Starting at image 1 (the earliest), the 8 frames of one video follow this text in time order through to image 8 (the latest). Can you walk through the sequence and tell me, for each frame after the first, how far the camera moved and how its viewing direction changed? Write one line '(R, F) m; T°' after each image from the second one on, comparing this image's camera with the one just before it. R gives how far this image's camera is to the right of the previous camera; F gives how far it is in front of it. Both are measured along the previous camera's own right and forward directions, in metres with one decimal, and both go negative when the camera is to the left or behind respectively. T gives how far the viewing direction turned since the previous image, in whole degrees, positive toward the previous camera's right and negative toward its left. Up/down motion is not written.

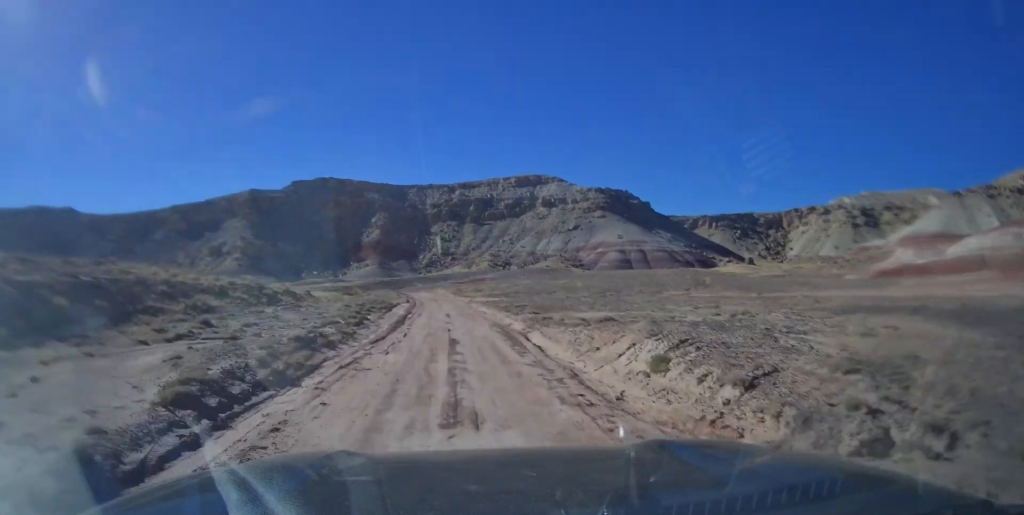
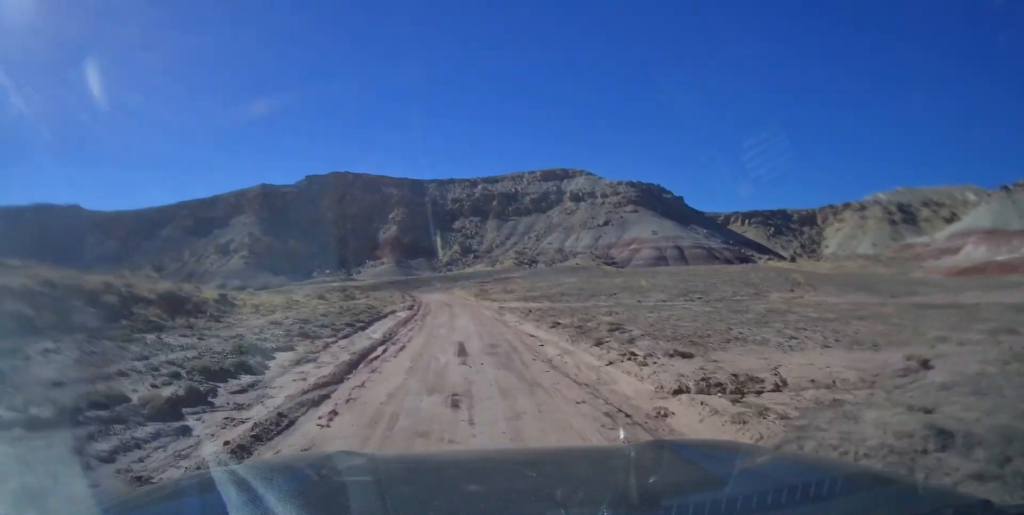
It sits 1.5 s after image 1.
(-0.9, +15.2) m; -4°
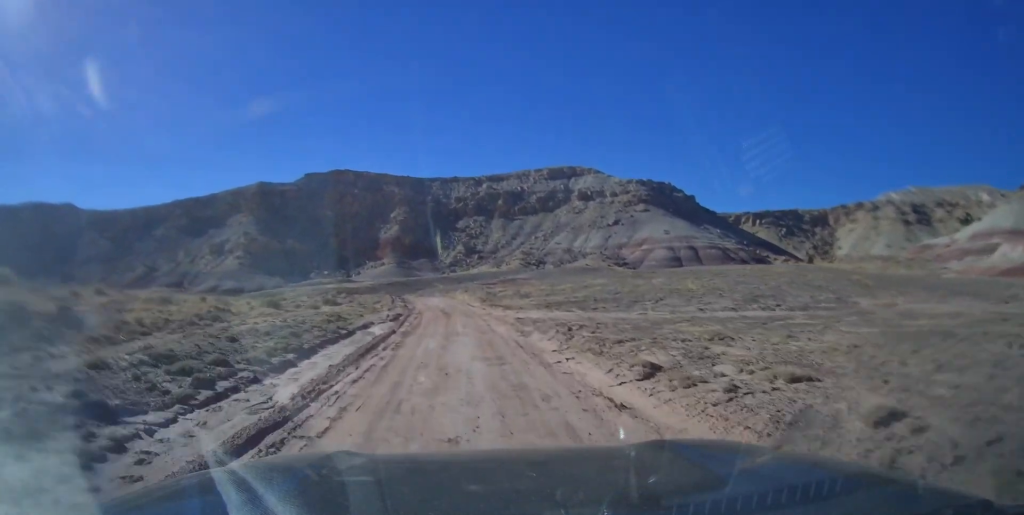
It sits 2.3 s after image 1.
(-0.1, +9.2) m; -2°
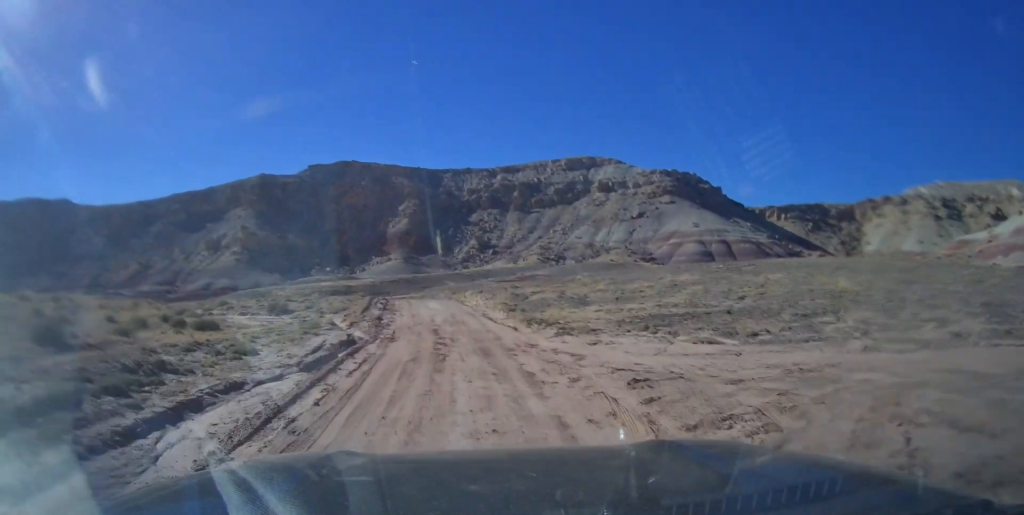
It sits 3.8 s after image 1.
(-0.3, +16.3) m; -2°
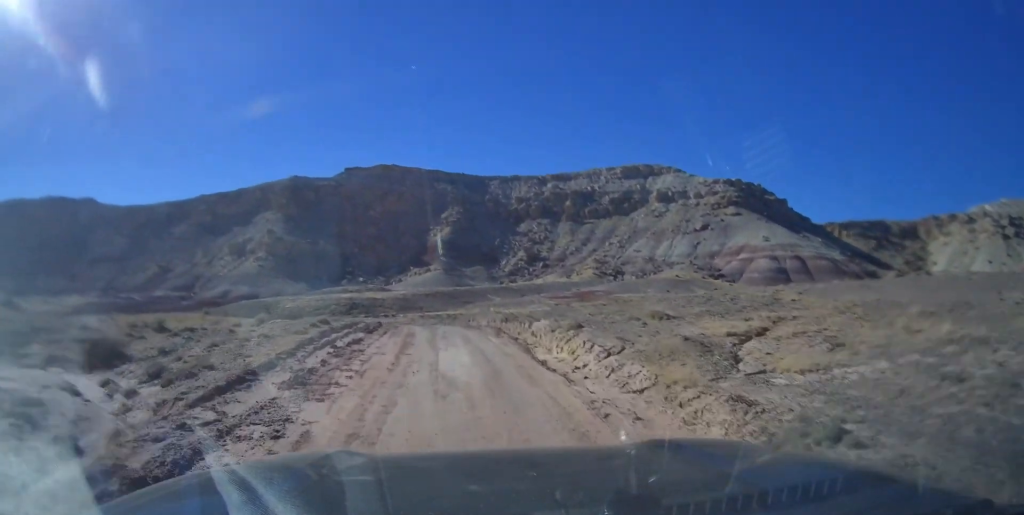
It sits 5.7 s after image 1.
(-0.6, +20.6) m; -2°
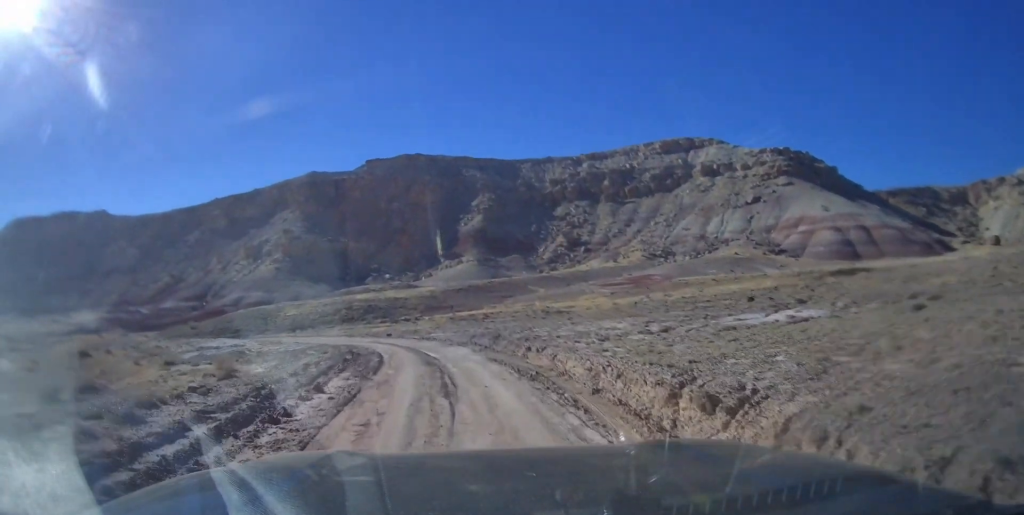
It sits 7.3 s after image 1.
(-0.2, +17.0) m; -4°
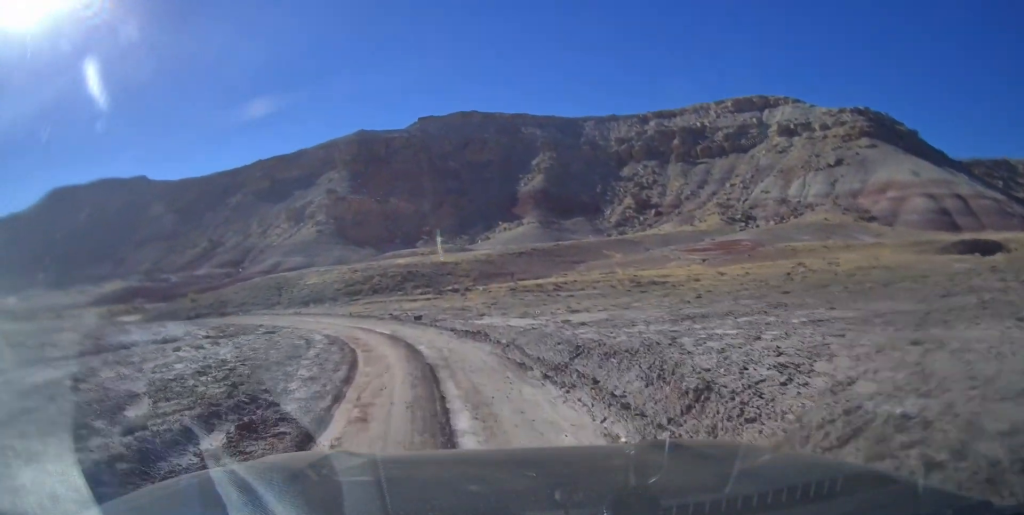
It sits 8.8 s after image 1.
(-0.5, +15.7) m; -7°
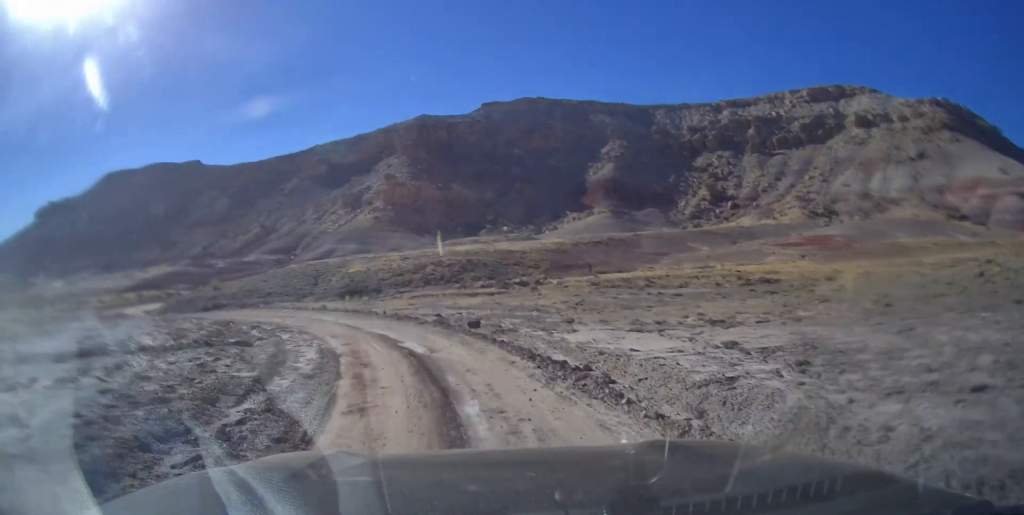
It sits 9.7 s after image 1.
(-0.4, +9.3) m; -5°
